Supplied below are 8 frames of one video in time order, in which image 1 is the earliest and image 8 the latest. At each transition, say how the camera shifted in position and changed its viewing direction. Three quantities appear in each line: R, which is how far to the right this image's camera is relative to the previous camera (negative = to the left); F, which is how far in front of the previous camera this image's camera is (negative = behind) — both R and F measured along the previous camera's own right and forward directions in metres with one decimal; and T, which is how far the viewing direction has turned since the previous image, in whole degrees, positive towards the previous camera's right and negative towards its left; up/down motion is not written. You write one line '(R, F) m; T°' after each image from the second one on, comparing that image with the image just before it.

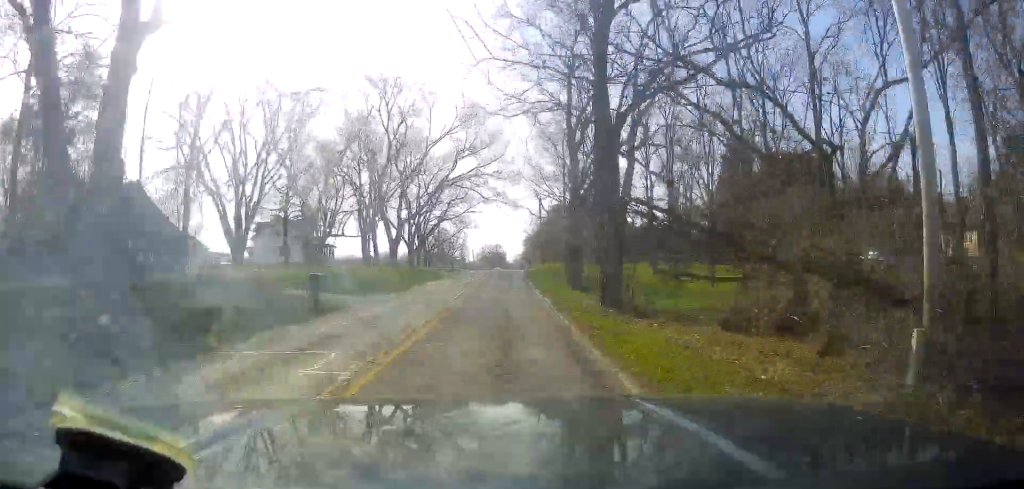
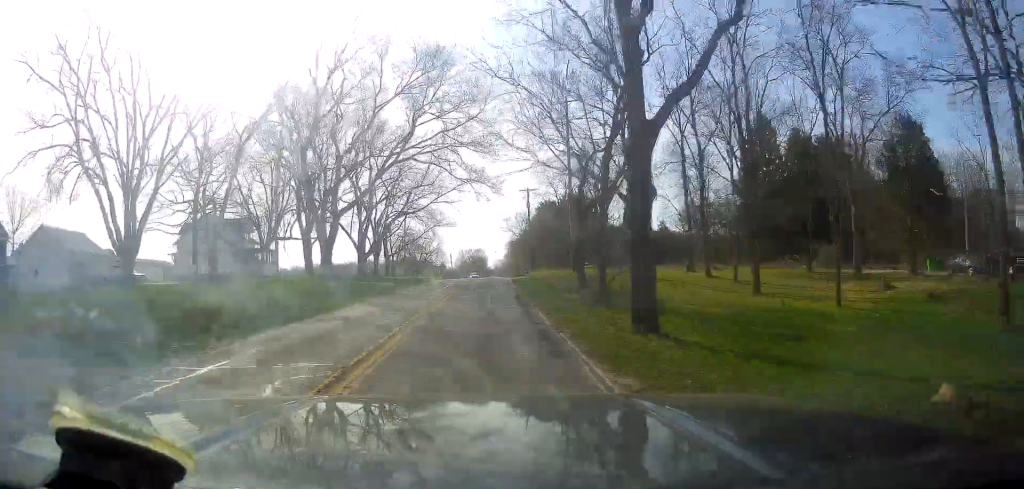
(+0.8, +18.9) m; +2°
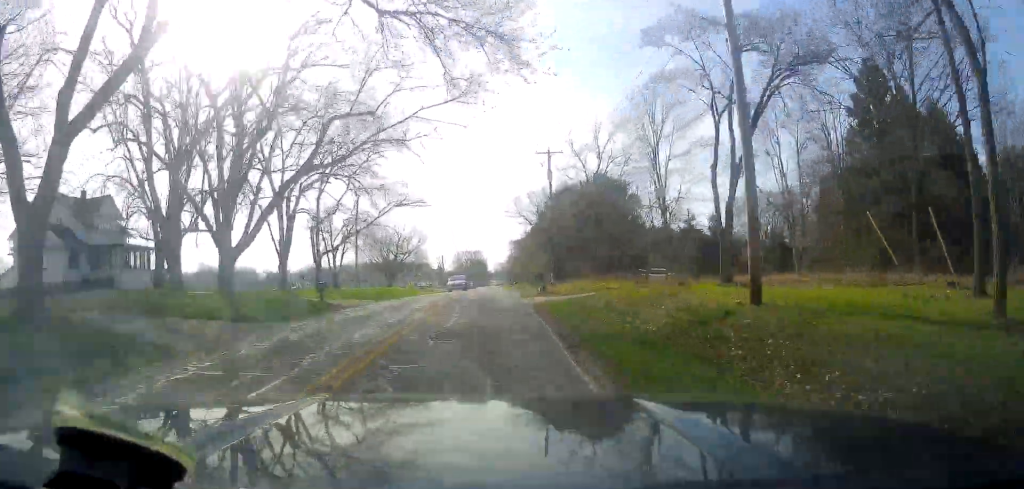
(-0.1, +30.6) m; +1°
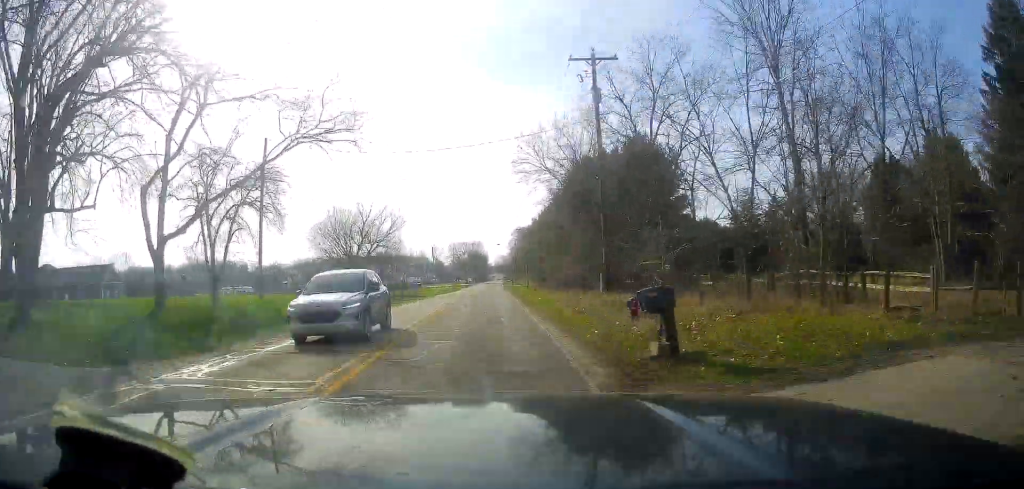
(+0.7, +23.1) m; 0°
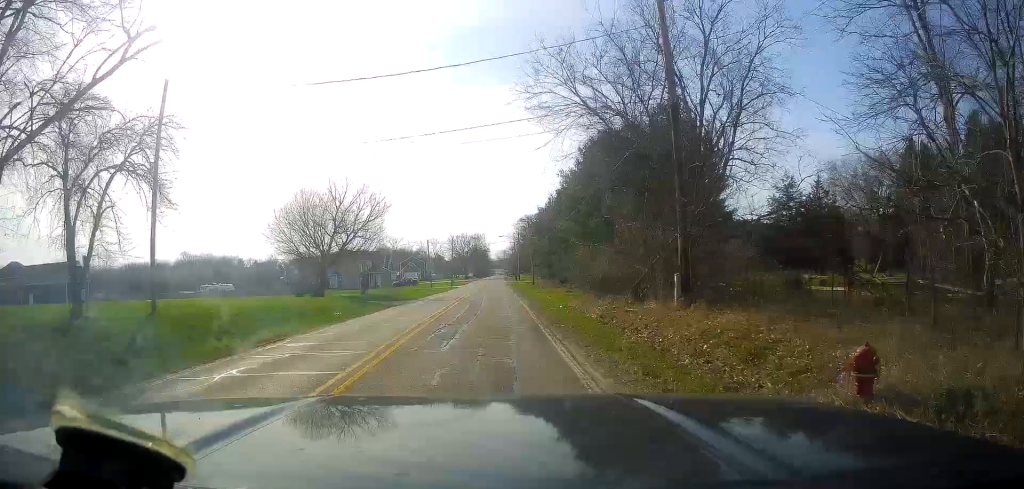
(-0.5, +10.9) m; -1°
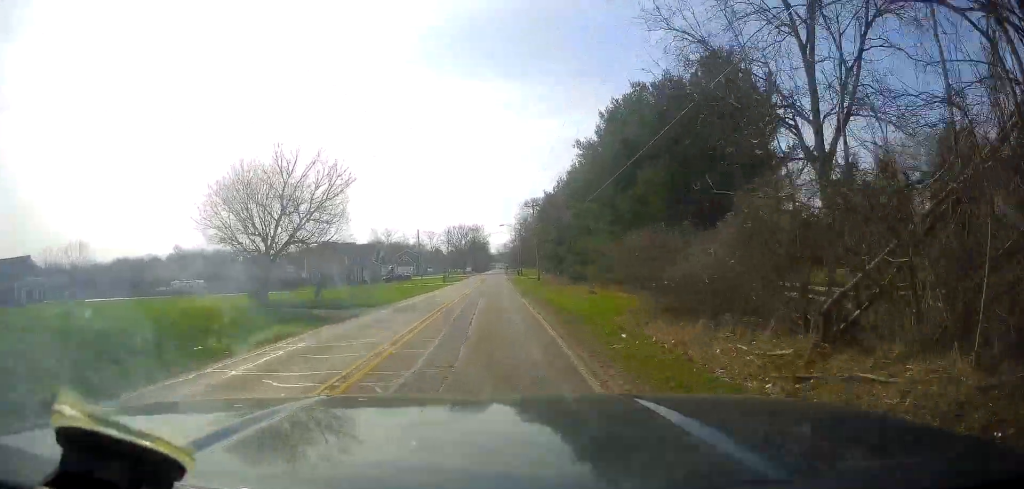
(-0.1, +12.8) m; 0°
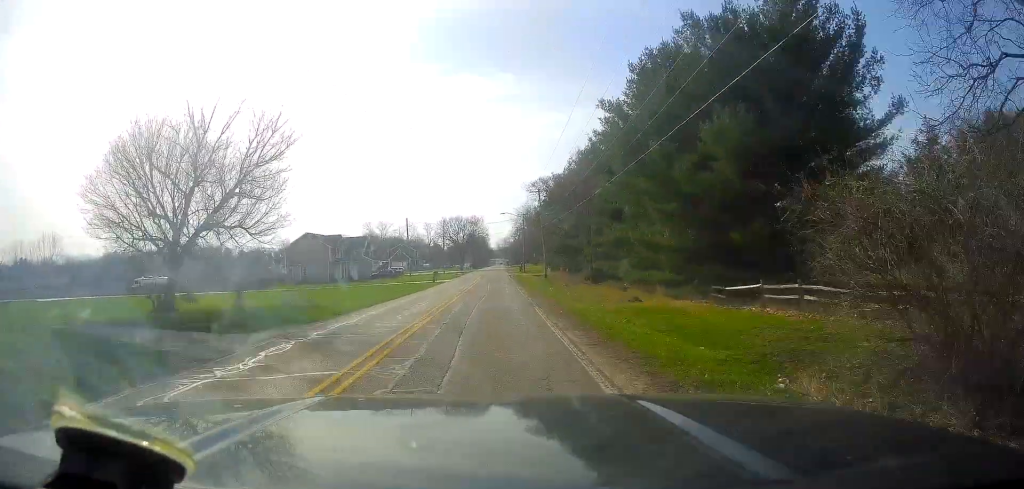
(+0.1, +11.6) m; +1°
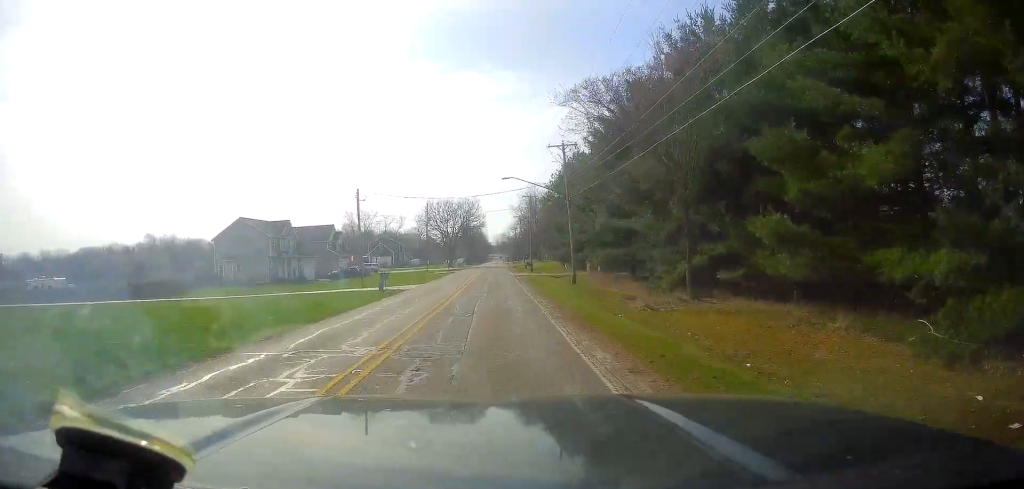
(+0.5, +27.9) m; +1°
